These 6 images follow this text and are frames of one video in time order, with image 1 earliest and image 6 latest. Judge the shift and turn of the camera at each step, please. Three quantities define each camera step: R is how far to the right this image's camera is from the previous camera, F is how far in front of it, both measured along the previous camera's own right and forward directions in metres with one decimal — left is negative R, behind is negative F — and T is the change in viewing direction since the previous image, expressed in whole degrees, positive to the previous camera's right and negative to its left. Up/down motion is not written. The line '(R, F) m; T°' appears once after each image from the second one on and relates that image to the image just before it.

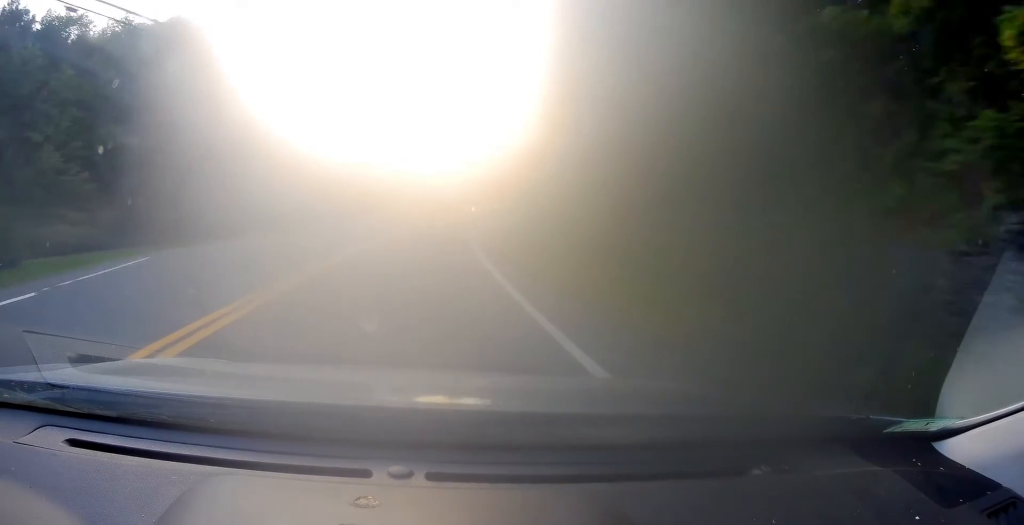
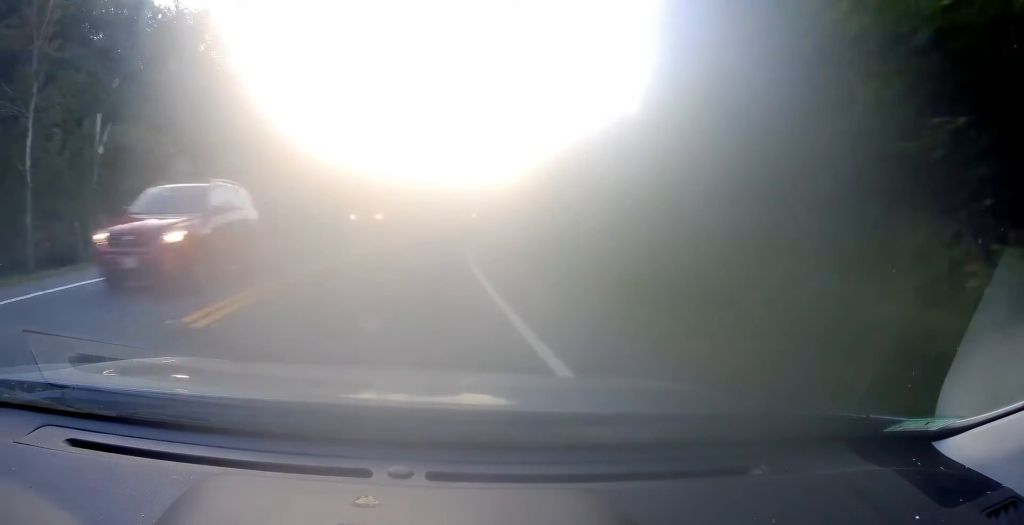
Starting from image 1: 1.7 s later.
(+1.8, +34.7) m; +6°
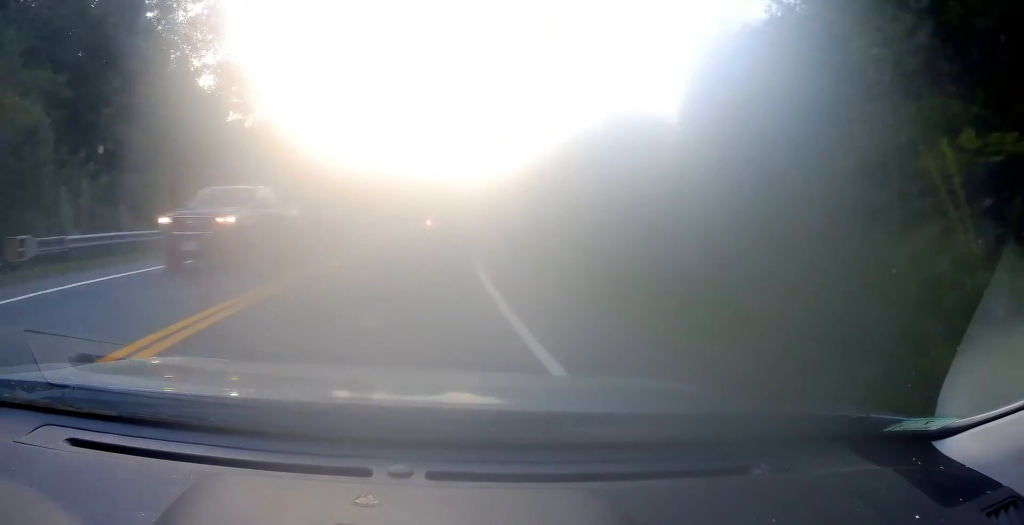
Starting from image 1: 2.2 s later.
(-0.3, +10.3) m; +3°
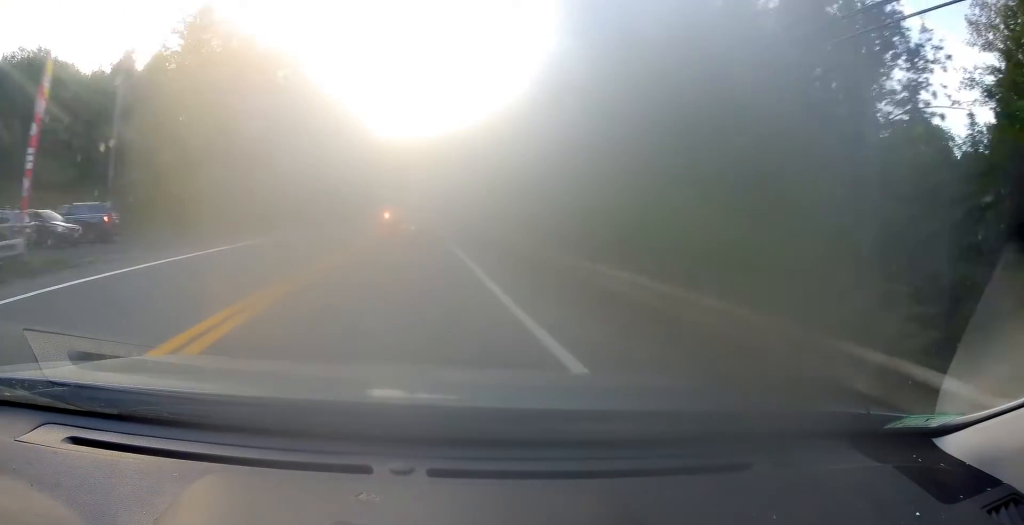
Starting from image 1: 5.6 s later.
(+10.1, +72.2) m; +9°
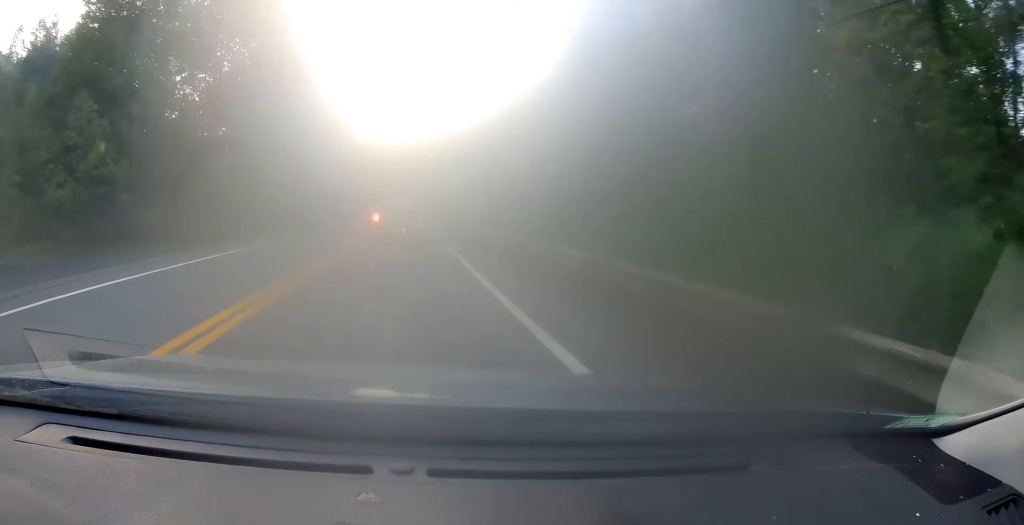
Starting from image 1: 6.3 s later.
(-0.3, +14.9) m; 0°
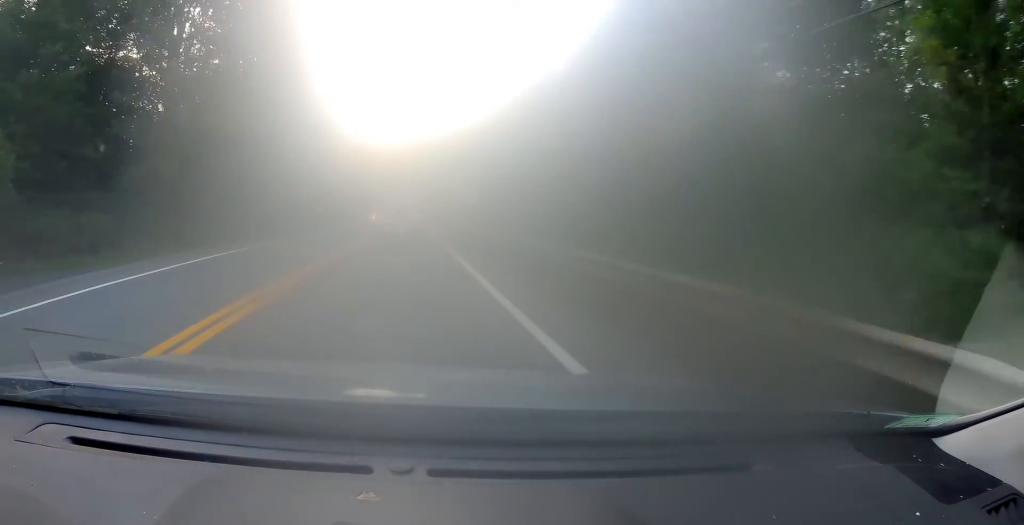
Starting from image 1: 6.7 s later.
(+0.2, +9.2) m; +1°
